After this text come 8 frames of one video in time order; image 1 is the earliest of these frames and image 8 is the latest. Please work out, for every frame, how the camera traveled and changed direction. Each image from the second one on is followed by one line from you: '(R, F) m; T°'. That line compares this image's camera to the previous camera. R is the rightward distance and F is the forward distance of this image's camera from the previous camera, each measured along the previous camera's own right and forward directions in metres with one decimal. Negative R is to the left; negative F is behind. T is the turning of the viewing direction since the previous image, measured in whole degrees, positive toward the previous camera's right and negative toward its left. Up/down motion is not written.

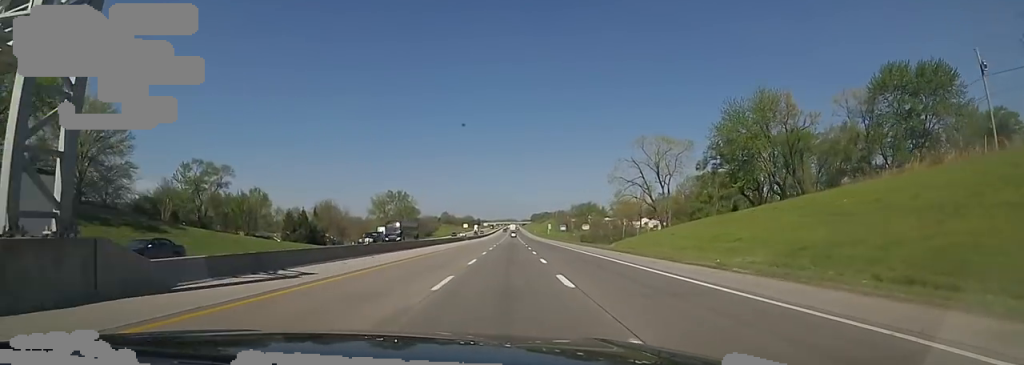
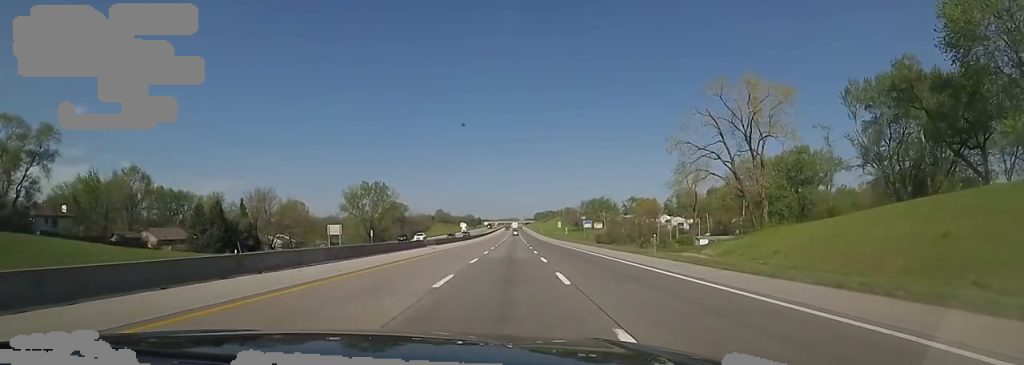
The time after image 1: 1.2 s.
(0.0, +39.2) m; -1°
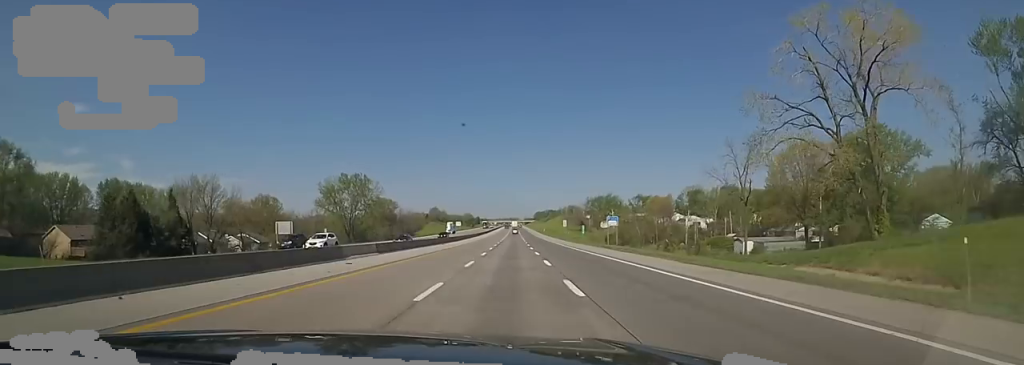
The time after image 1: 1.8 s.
(+0.2, +22.4) m; -2°
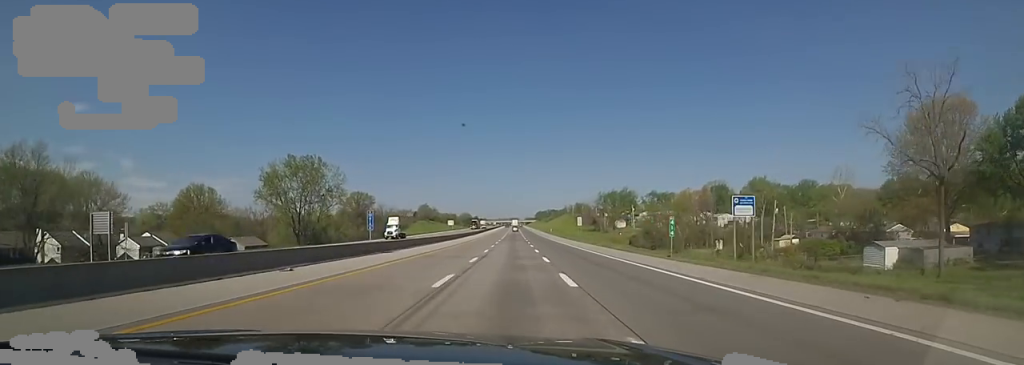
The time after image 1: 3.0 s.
(-1.5, +38.1) m; 0°
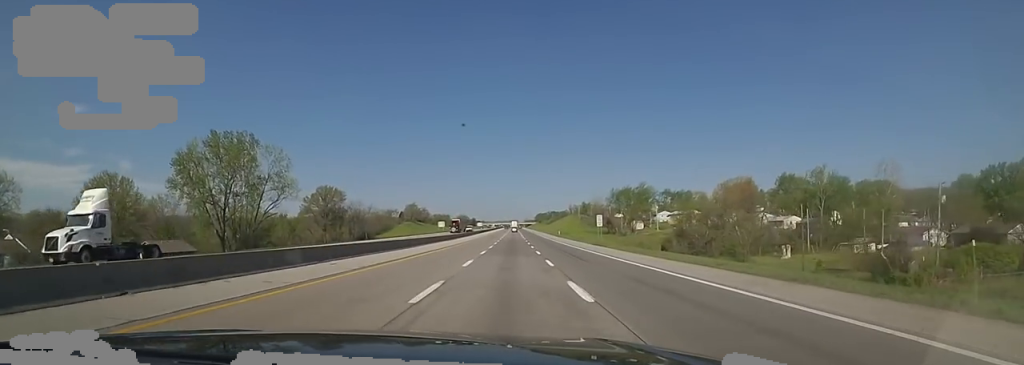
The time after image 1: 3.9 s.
(+1.4, +32.4) m; +3°
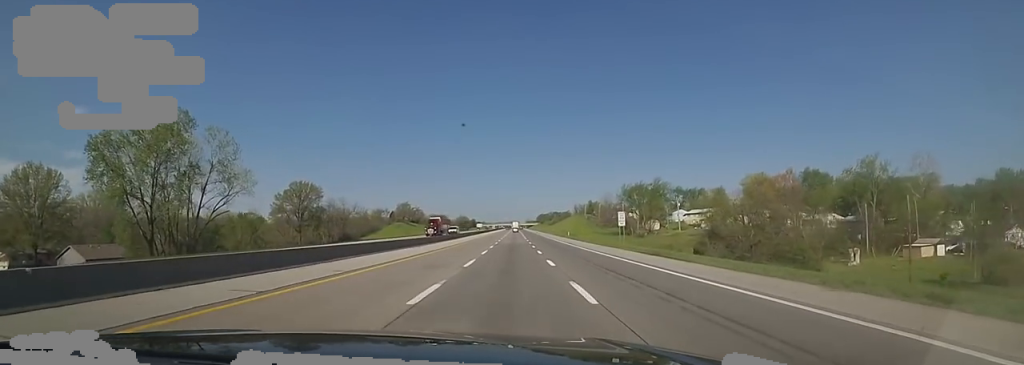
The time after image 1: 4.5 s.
(0.0, +20.2) m; 0°
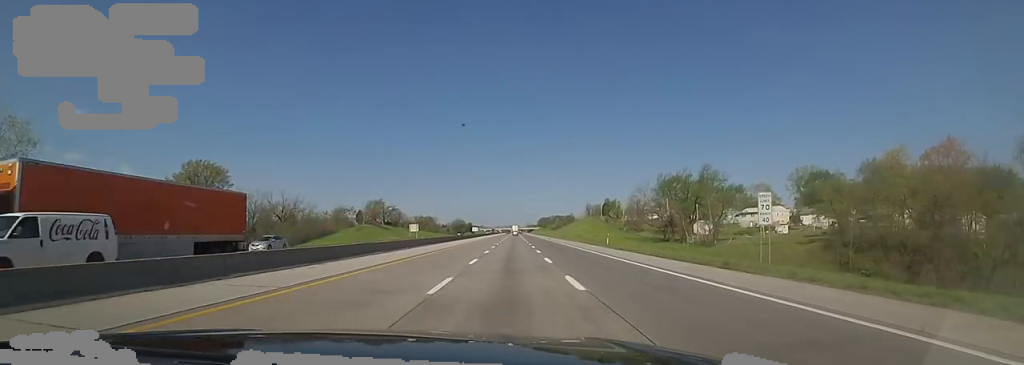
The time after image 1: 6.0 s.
(0.0, +48.1) m; 0°
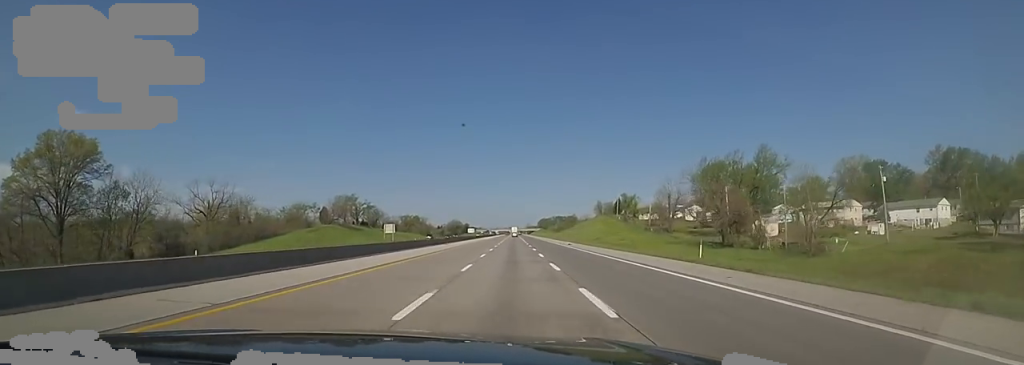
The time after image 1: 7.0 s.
(0.0, +33.5) m; 0°
